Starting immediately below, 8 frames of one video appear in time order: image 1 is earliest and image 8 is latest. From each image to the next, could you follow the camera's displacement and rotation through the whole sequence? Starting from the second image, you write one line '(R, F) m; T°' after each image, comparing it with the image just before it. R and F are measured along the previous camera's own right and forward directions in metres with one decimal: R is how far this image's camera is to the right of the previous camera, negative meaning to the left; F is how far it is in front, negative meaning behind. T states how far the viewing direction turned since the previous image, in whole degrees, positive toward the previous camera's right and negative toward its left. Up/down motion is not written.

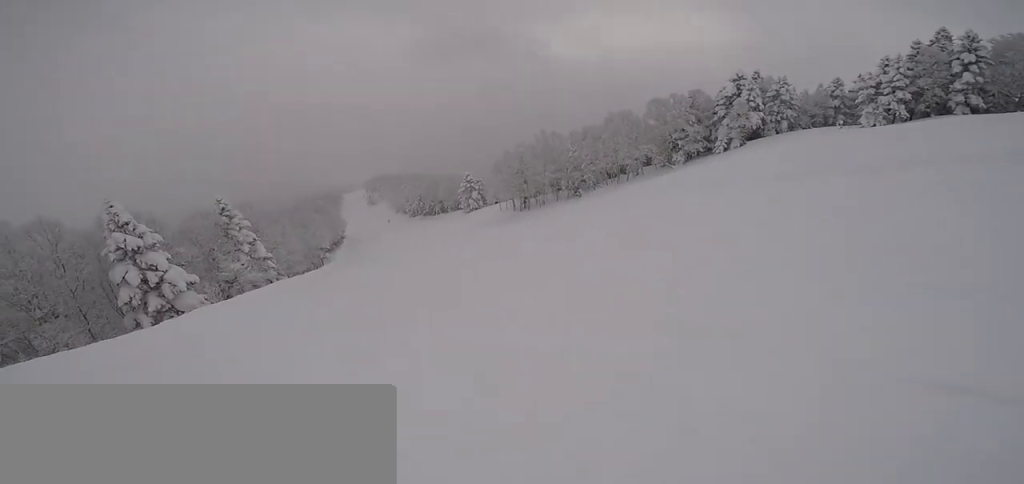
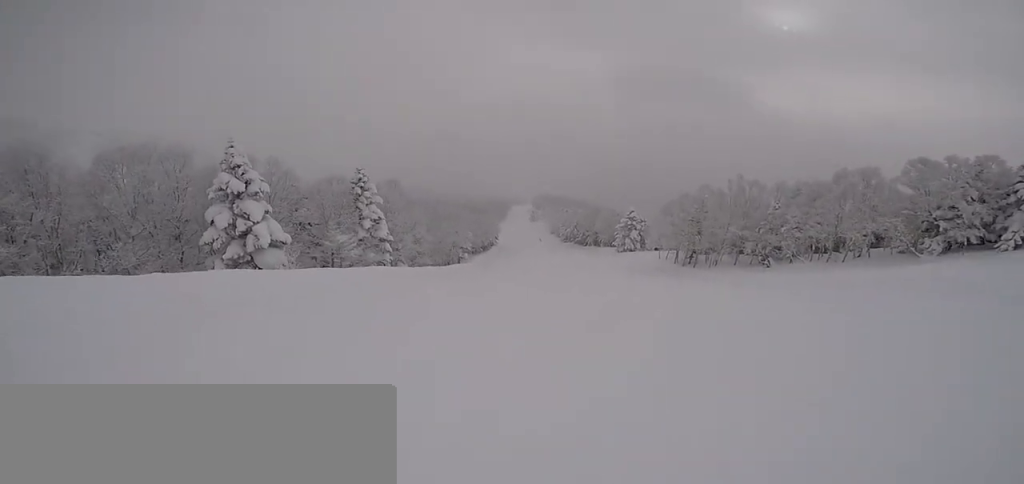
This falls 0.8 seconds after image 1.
(-1.4, +7.6) m; -15°
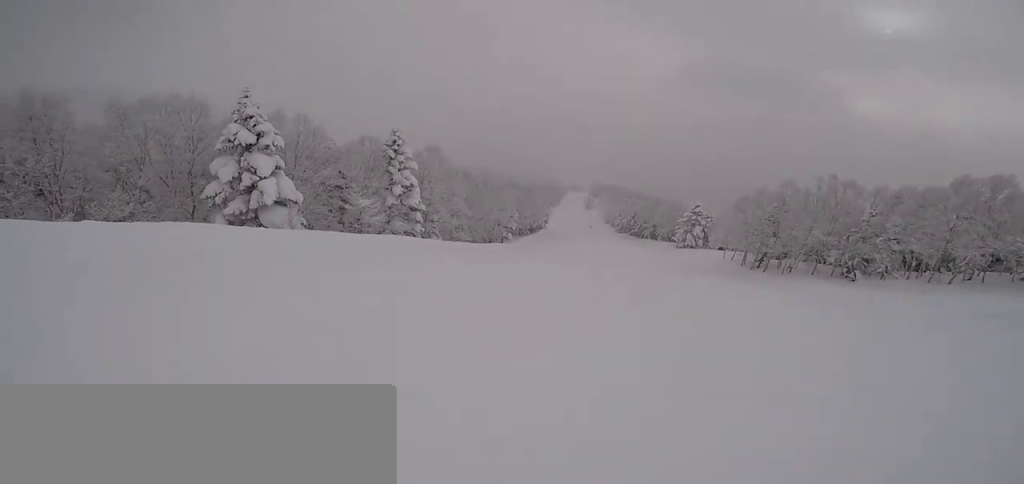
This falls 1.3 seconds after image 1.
(-0.6, +3.9) m; +1°
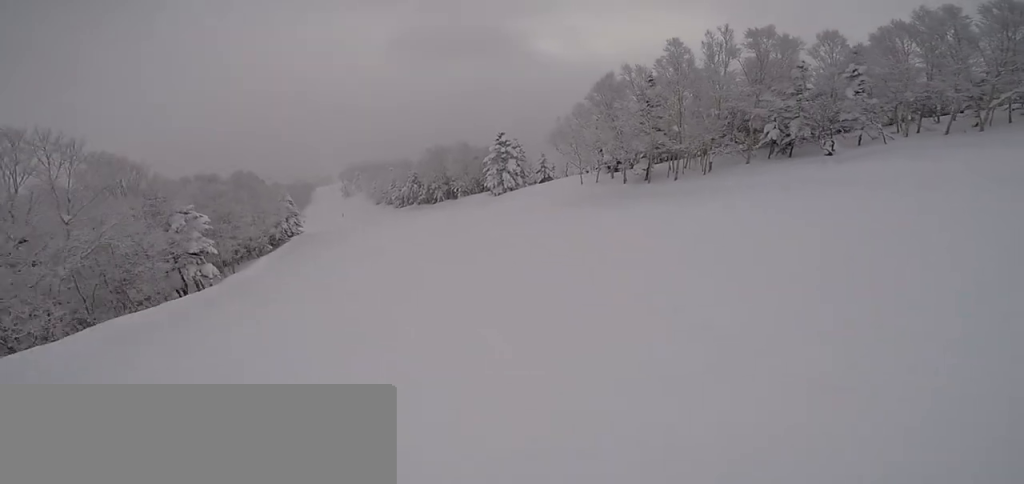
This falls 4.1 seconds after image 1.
(+7.9, +26.0) m; +21°
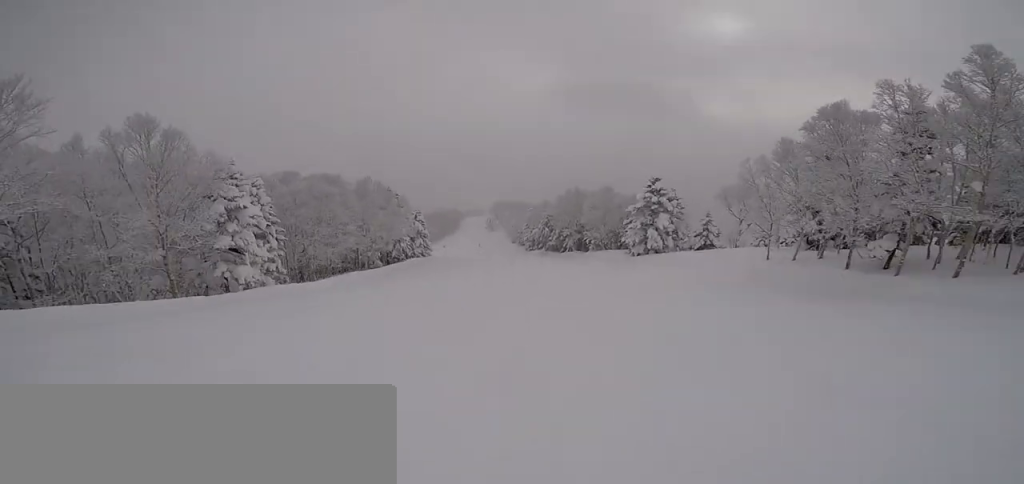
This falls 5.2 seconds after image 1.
(-0.9, +10.8) m; -9°
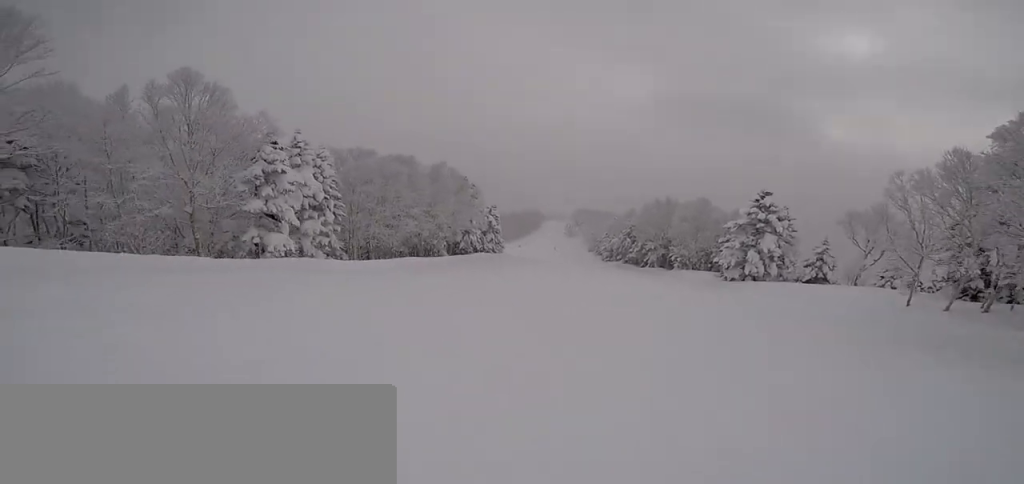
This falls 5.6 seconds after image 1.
(0.0, +4.3) m; -4°
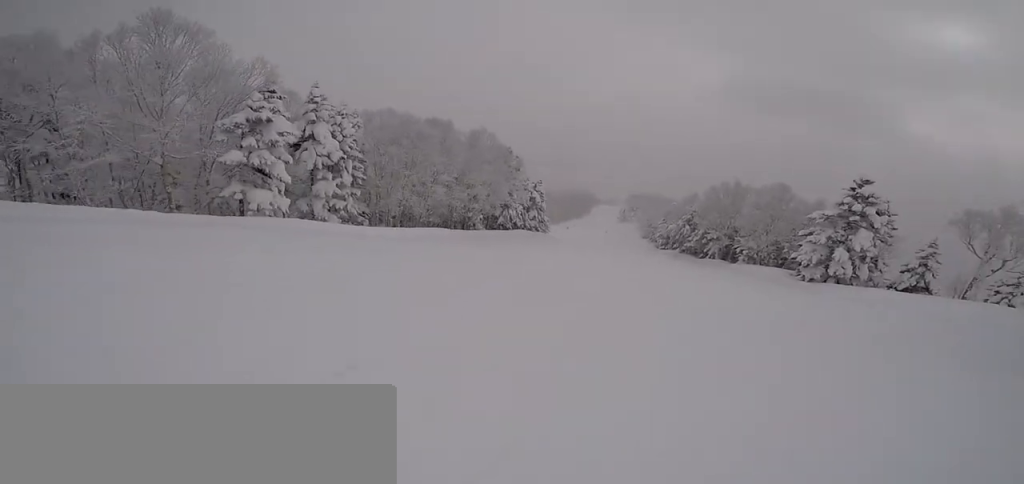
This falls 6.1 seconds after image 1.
(-0.3, +4.9) m; -1°
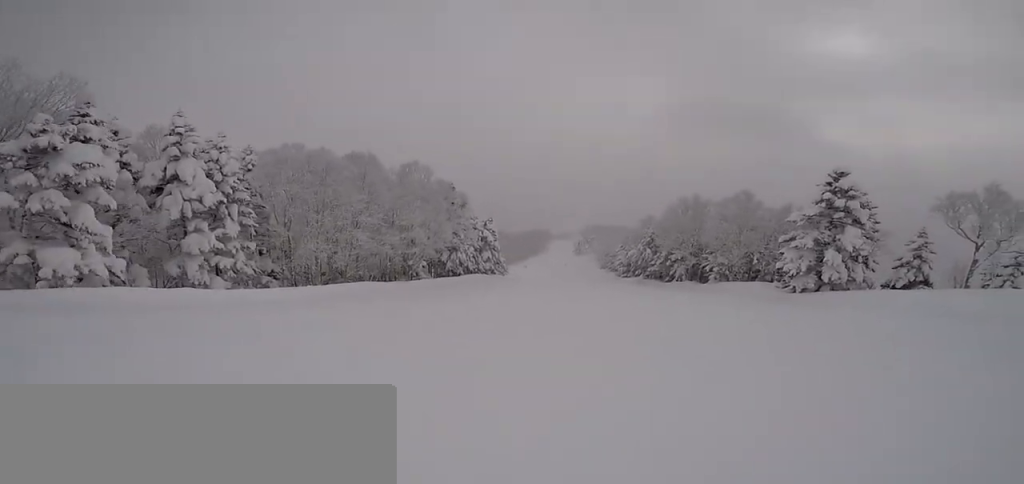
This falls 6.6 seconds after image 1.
(-0.3, +6.5) m; -1°
